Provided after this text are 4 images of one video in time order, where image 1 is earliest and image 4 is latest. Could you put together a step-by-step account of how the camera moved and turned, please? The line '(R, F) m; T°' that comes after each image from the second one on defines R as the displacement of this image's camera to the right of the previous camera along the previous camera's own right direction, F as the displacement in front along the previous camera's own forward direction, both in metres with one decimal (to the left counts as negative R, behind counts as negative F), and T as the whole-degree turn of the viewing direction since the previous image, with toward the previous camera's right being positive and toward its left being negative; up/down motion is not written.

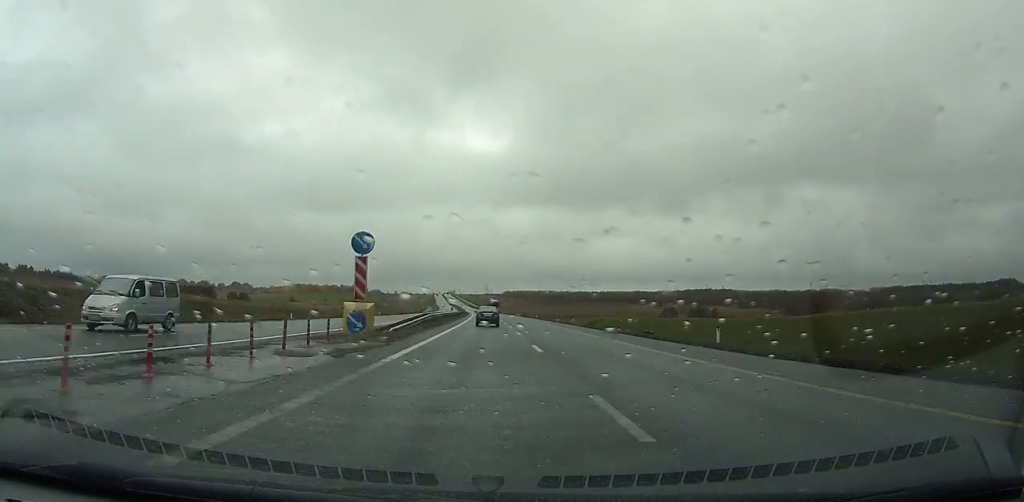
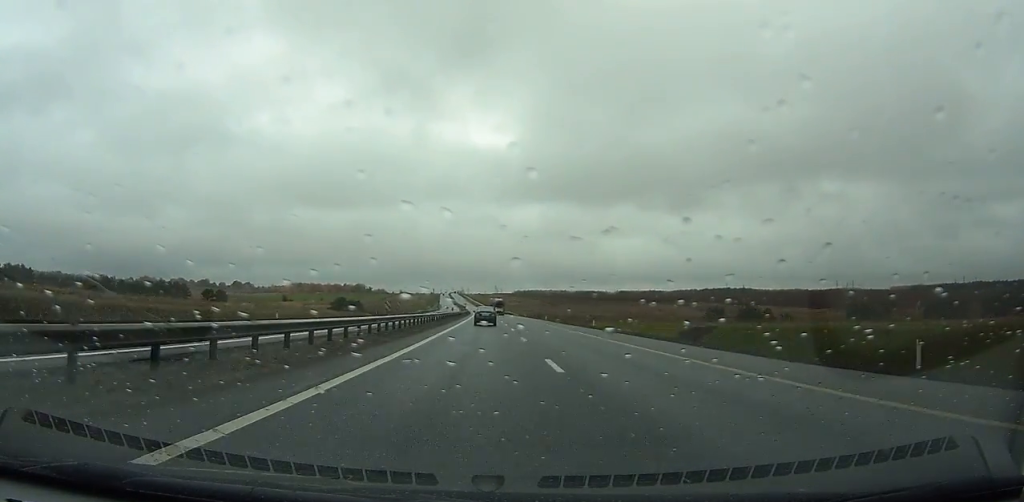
(-0.8, +53.4) m; -1°
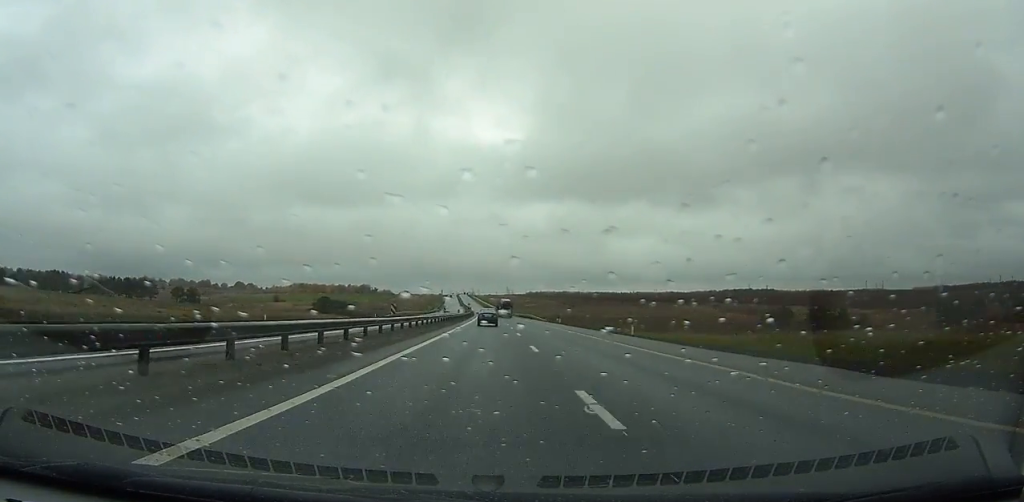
(-0.2, +53.0) m; -1°
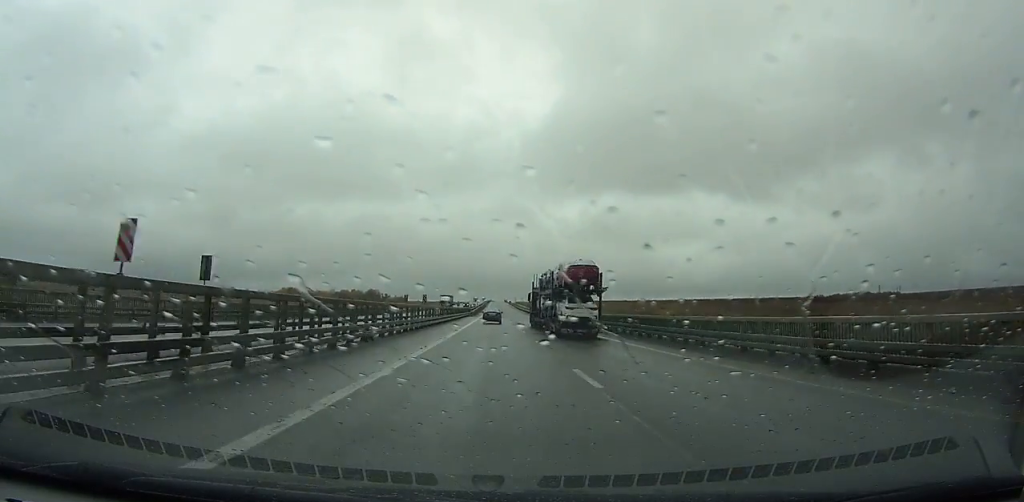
(-7.7, +262.5) m; -4°
